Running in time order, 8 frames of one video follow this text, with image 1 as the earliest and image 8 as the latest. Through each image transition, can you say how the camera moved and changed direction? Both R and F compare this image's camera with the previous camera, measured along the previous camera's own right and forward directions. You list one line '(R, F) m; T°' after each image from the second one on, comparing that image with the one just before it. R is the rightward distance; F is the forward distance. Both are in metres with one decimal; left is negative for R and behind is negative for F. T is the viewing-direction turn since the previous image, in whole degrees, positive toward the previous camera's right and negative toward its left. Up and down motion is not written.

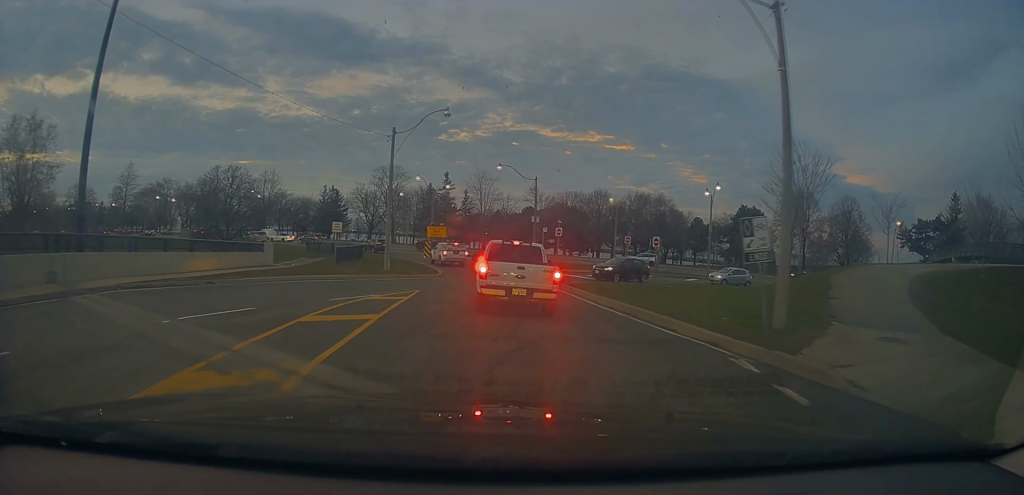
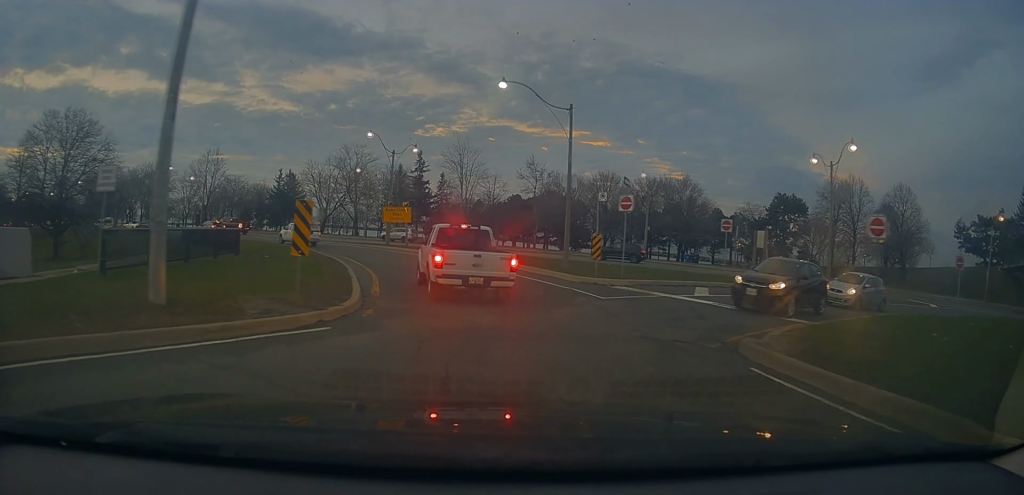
(+0.4, +22.1) m; +3°
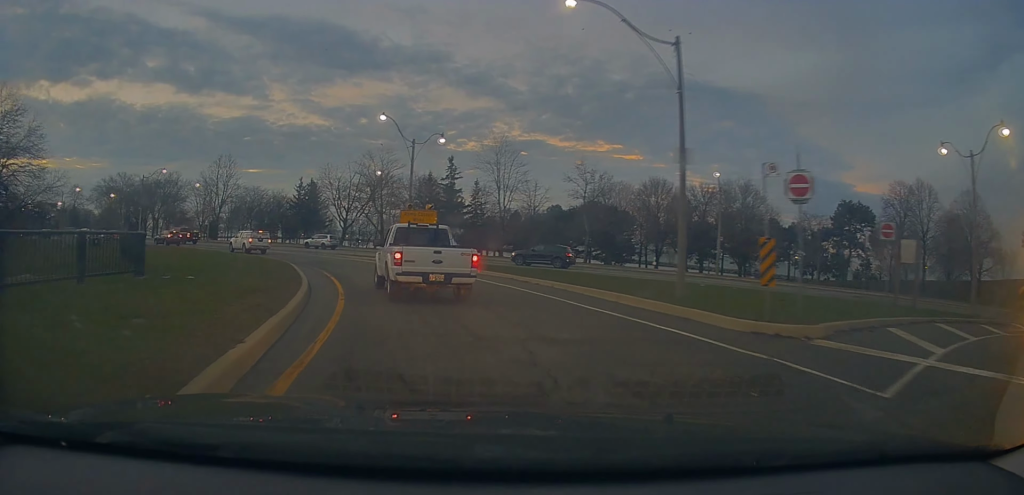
(+0.1, +9.9) m; -4°
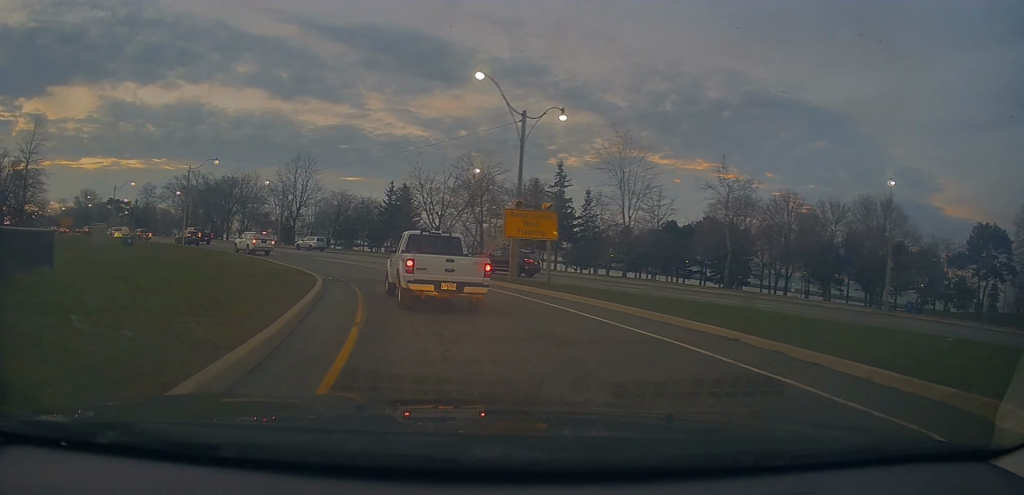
(-0.9, +10.8) m; -9°
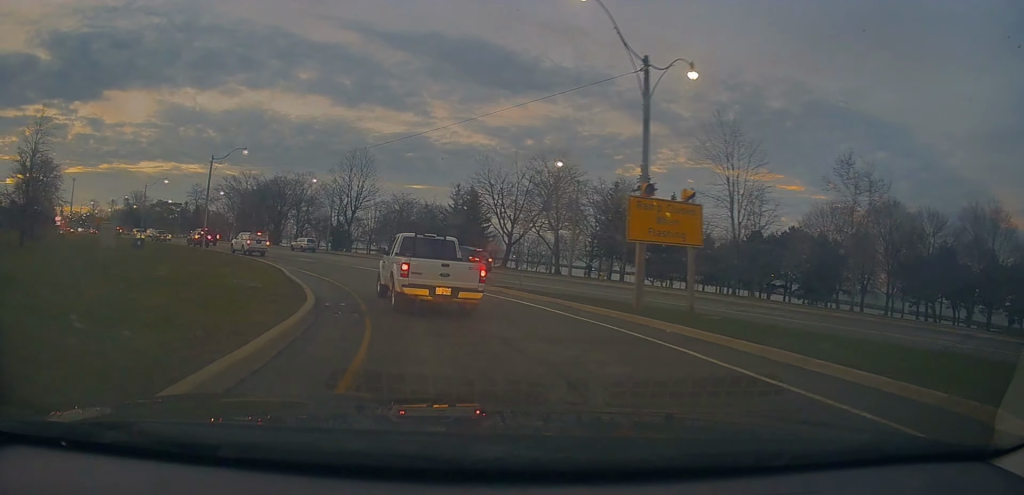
(-0.6, +8.8) m; -7°
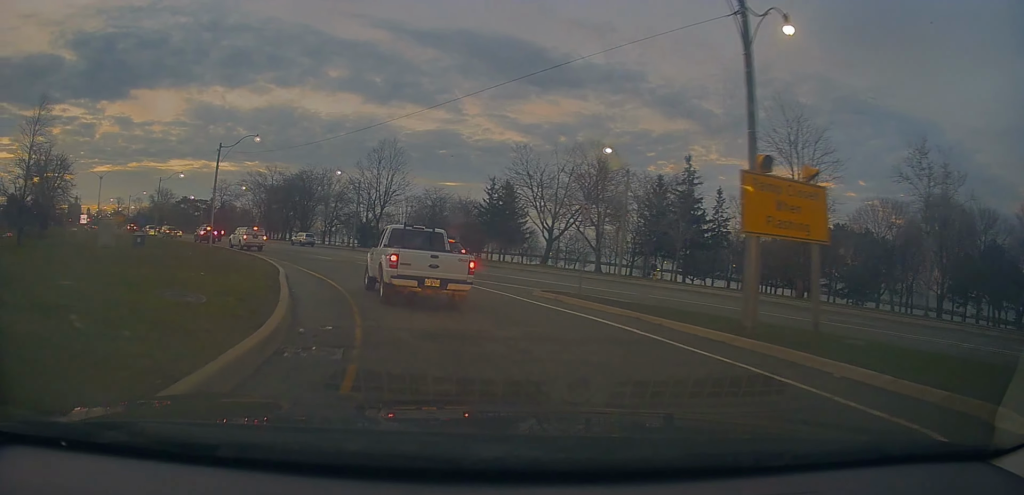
(0.0, +4.6) m; -3°
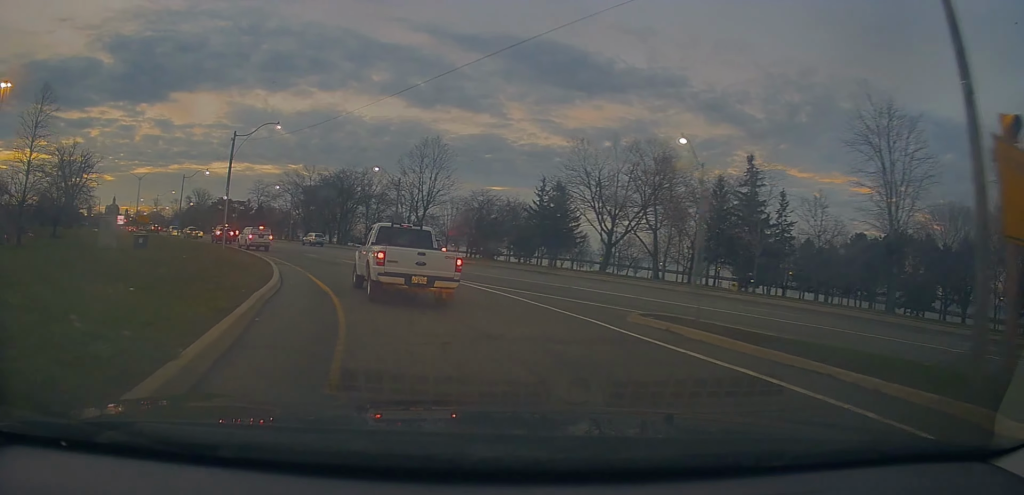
(-0.2, +5.3) m; -4°
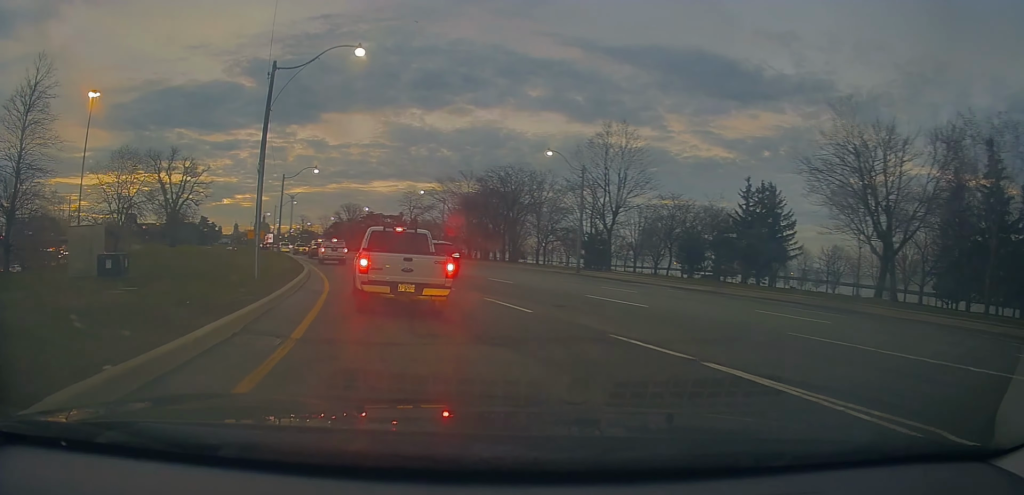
(-1.8, +17.6) m; -17°
